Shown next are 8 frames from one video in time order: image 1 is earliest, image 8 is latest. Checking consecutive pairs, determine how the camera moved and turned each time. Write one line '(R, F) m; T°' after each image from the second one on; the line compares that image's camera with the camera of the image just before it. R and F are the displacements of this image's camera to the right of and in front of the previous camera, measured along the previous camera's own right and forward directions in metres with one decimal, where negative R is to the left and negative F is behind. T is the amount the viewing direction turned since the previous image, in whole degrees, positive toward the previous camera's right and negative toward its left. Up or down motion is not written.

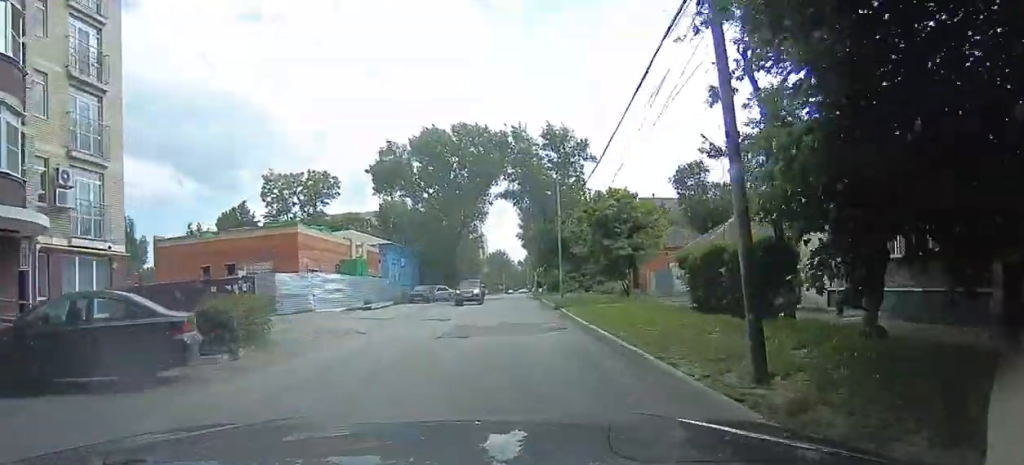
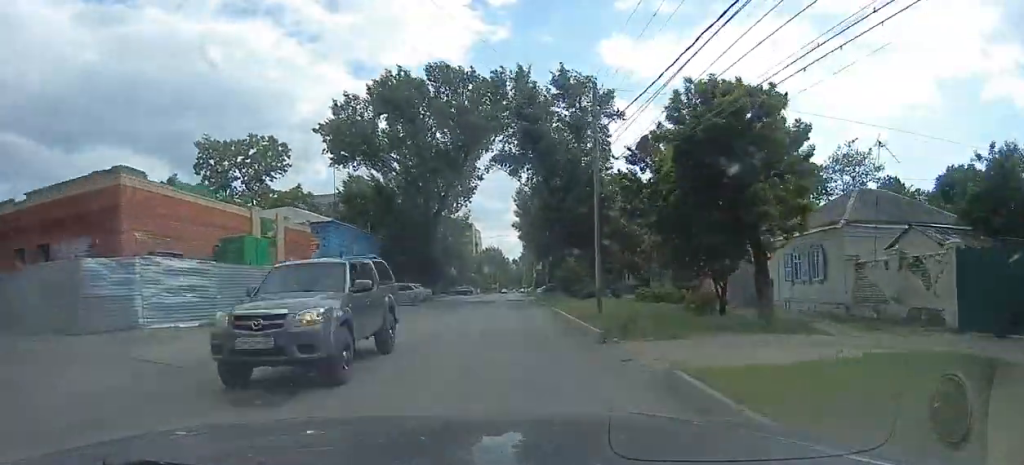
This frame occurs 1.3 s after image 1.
(0.0, +15.9) m; 0°
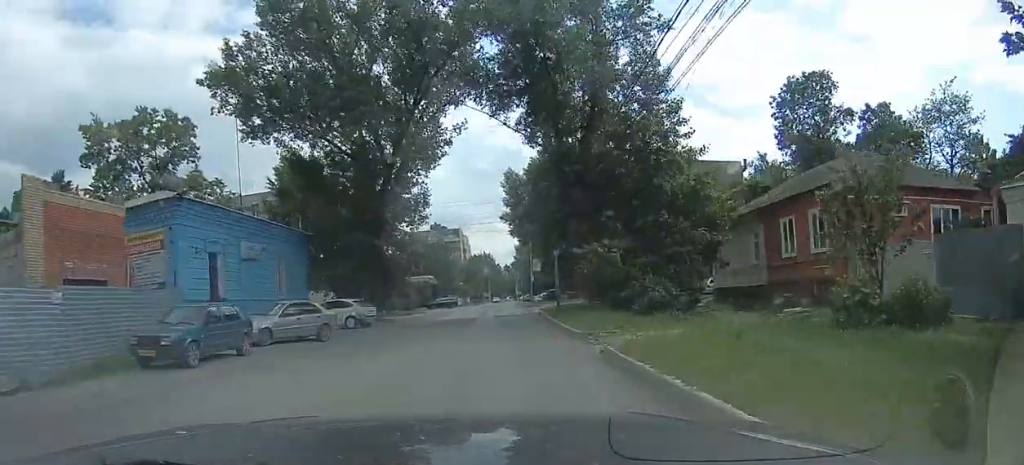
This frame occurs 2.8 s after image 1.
(+0.1, +15.9) m; +2°
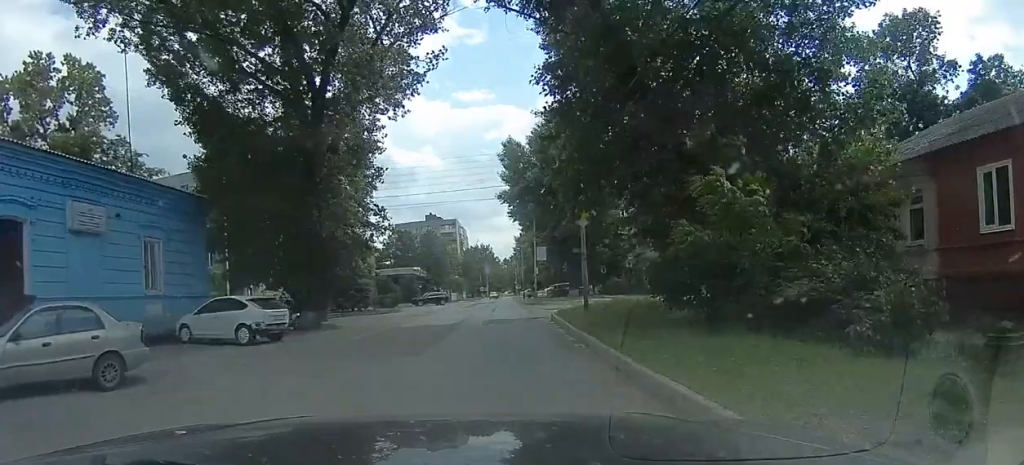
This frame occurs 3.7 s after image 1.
(+0.2, +10.3) m; +1°
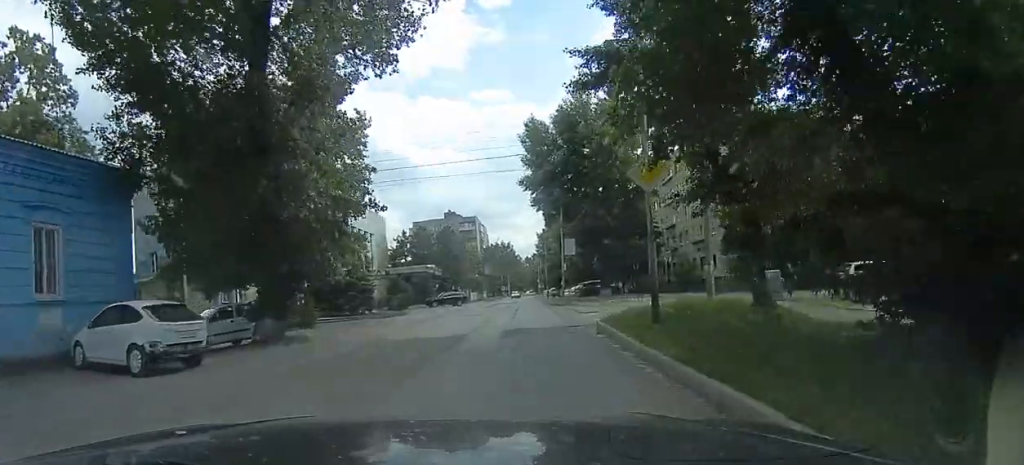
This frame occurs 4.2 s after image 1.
(0.0, +6.0) m; 0°
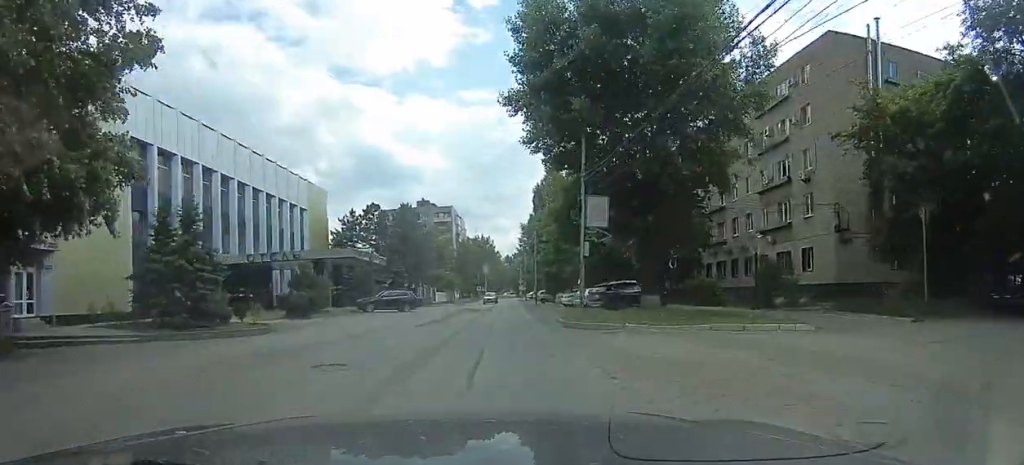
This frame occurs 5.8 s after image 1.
(0.0, +19.8) m; 0°
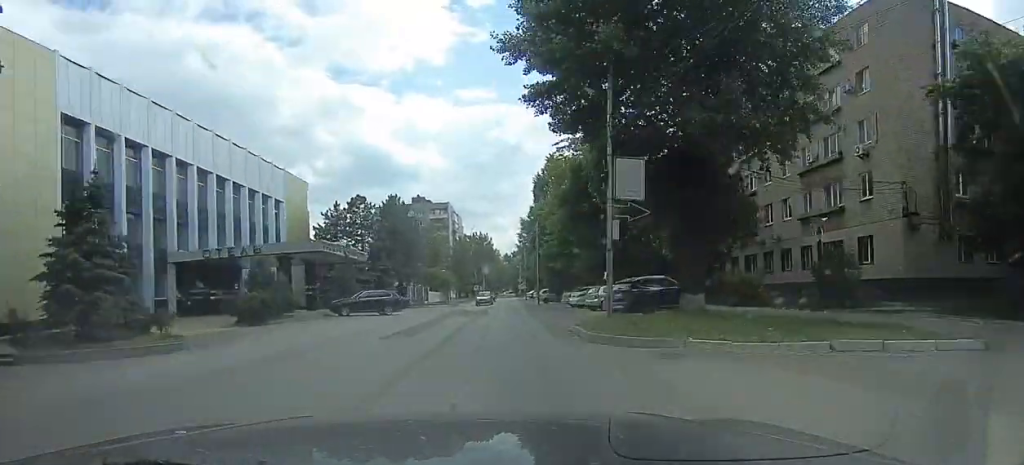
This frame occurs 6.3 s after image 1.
(0.0, +5.6) m; 0°
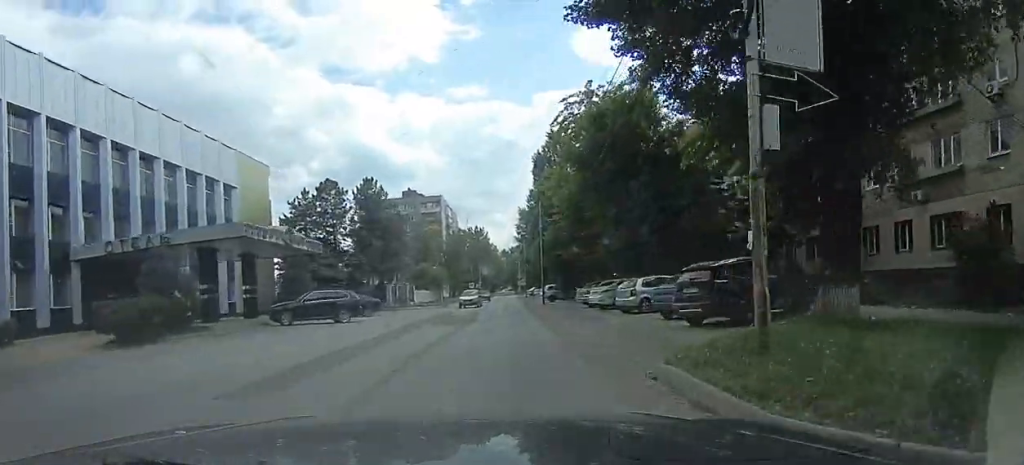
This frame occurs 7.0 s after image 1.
(0.0, +9.3) m; 0°
